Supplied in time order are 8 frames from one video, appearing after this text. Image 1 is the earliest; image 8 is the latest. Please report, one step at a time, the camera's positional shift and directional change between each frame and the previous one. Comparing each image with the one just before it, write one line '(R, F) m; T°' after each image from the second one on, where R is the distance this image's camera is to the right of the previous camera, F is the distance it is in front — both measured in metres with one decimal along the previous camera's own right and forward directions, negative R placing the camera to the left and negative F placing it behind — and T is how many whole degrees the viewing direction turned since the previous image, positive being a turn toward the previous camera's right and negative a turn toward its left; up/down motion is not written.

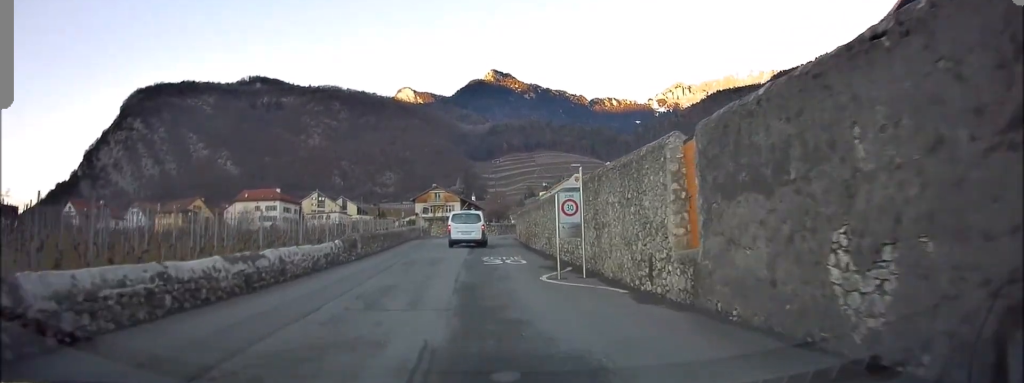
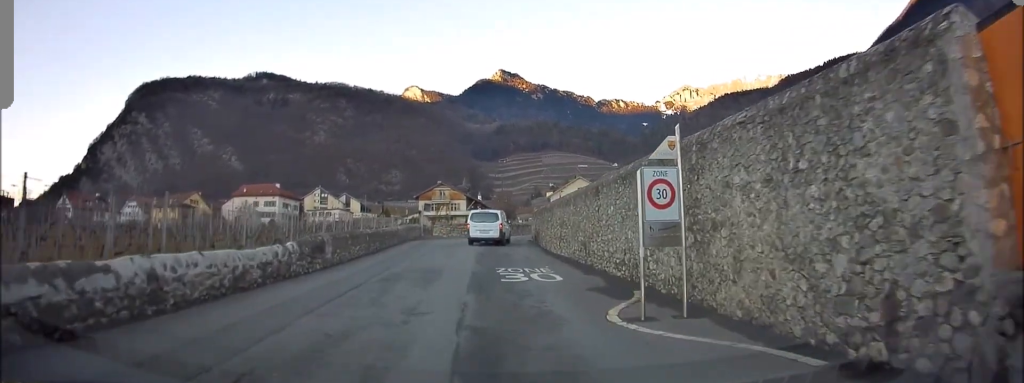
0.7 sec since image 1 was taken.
(0.0, +6.8) m; 0°
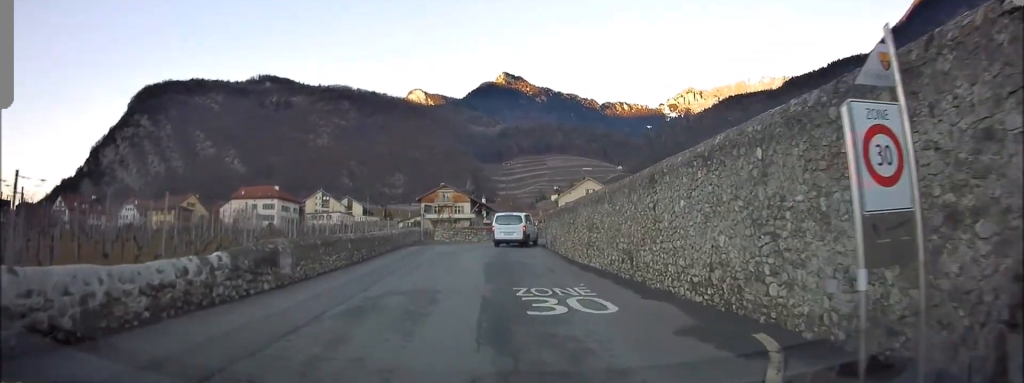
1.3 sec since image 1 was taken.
(0.0, +5.2) m; 0°
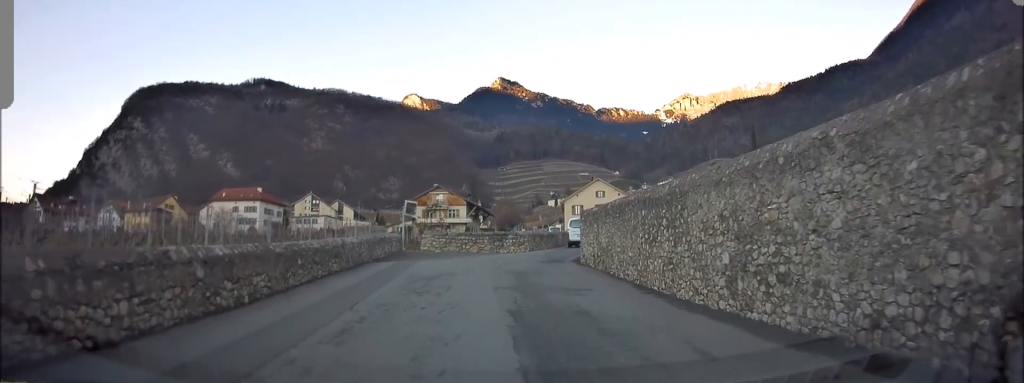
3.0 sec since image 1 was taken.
(-0.2, +12.2) m; -1°
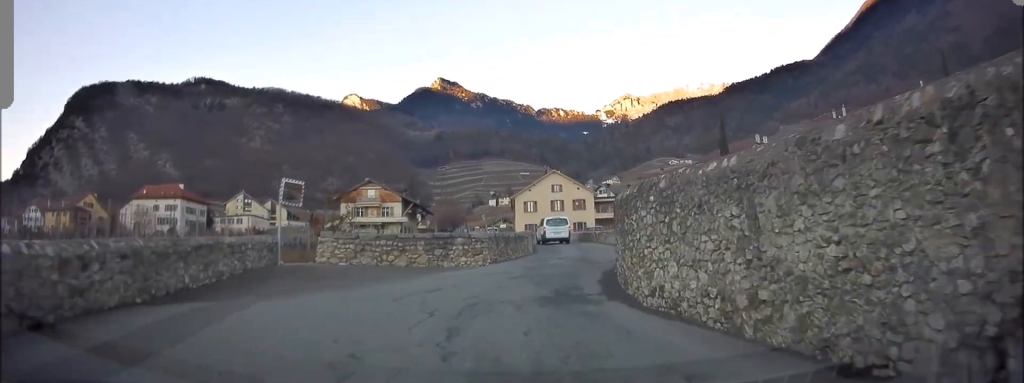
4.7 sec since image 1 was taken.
(+0.3, +11.1) m; +5°
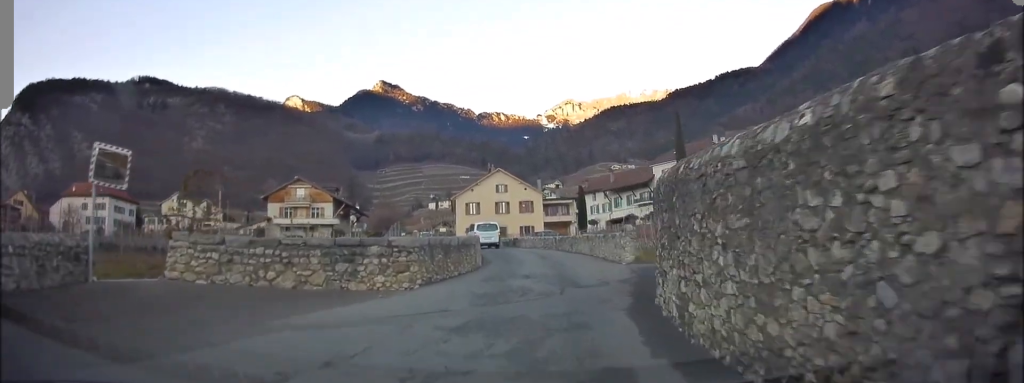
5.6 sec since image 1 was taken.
(+0.3, +6.7) m; +4°
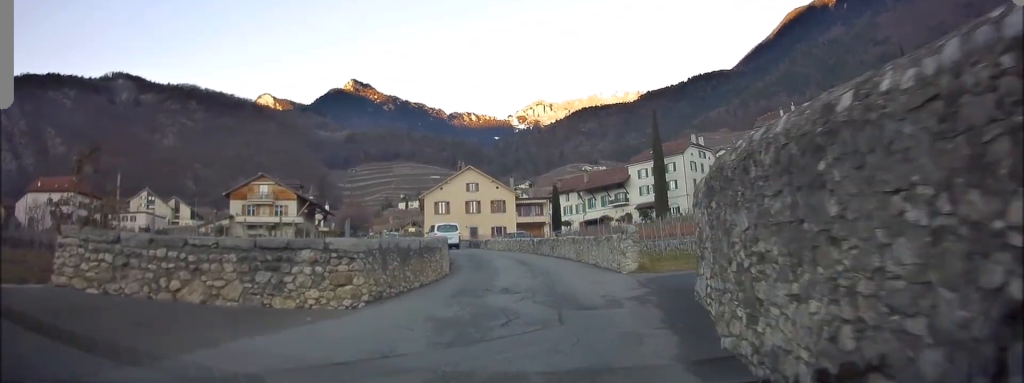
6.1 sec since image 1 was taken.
(0.0, +3.4) m; +2°
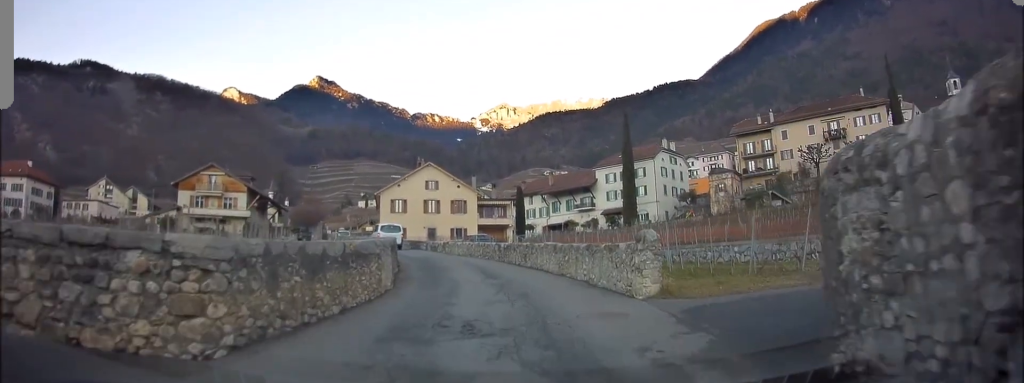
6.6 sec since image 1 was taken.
(0.0, +4.2) m; +2°
